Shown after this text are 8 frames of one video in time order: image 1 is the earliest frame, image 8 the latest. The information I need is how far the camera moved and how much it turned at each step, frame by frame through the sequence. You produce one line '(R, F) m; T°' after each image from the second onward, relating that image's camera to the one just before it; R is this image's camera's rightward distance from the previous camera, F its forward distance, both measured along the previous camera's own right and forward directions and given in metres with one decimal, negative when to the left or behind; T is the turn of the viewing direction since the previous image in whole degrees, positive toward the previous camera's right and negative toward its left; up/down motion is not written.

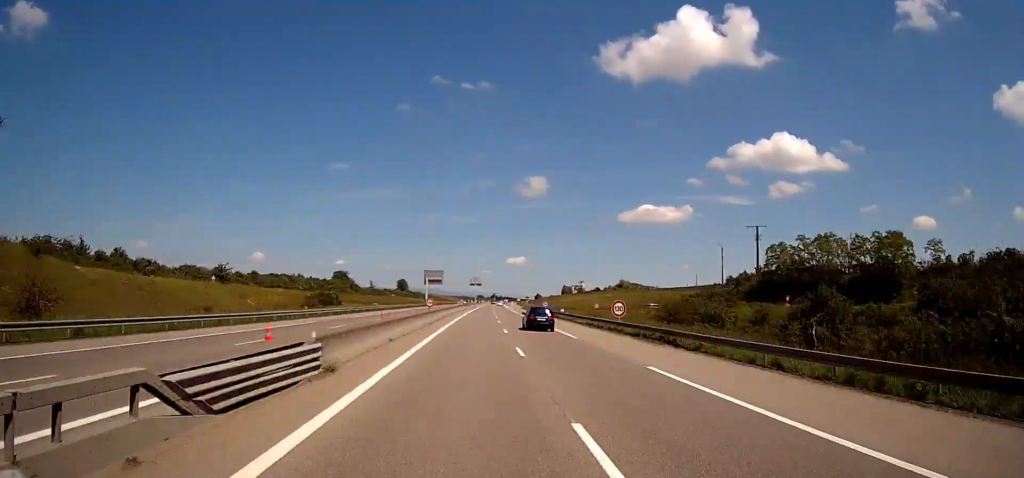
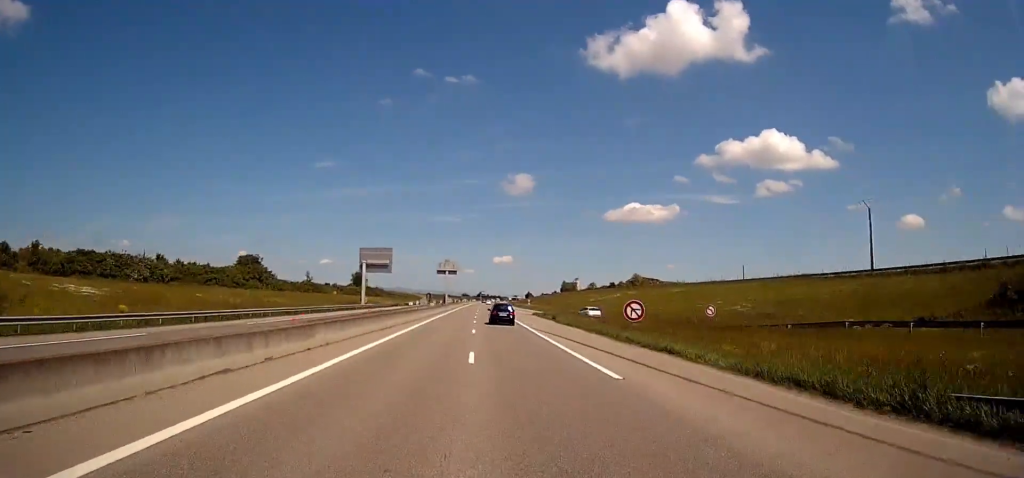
(+0.5, +69.1) m; +1°
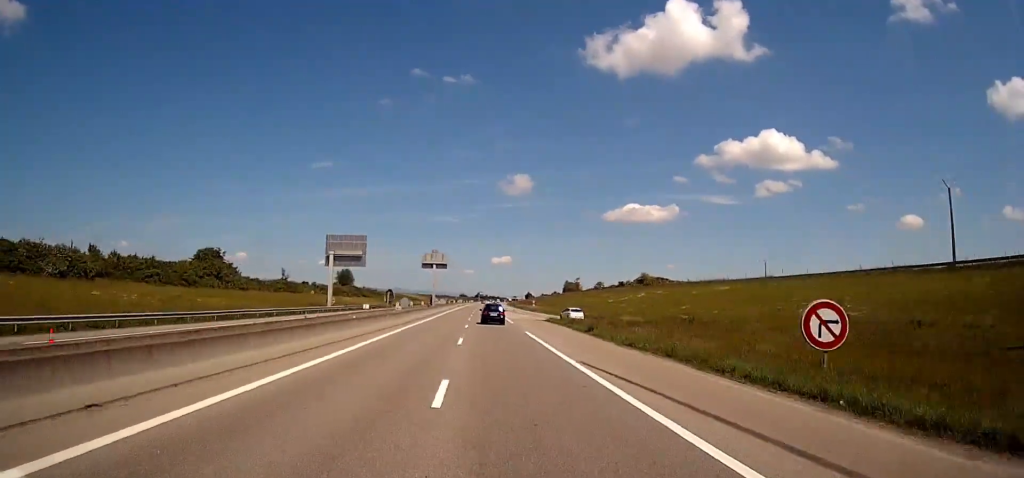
(0.0, +19.5) m; 0°
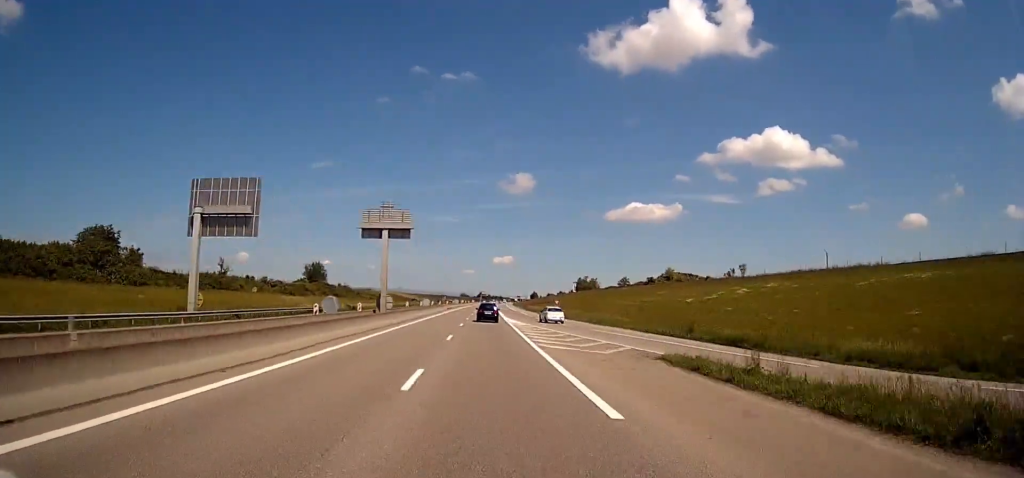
(+0.1, +37.6) m; 0°
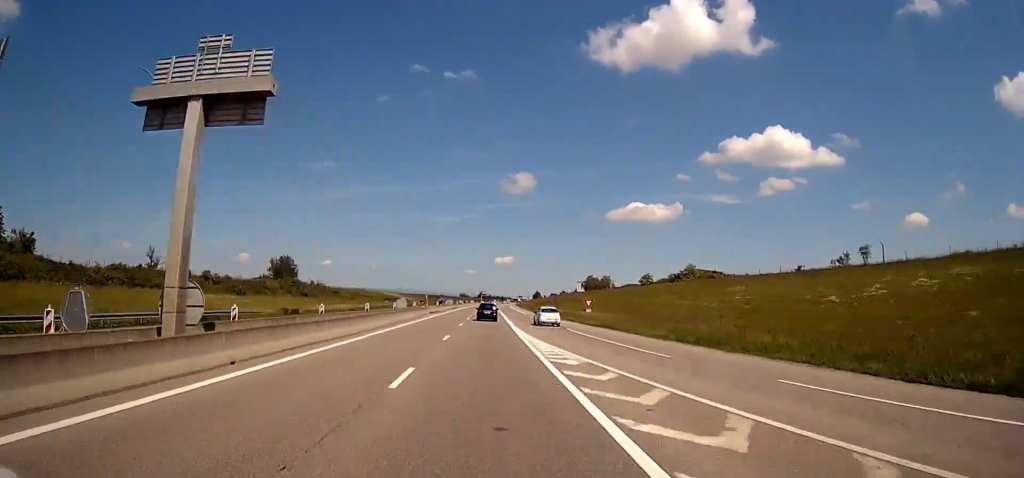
(-0.1, +26.7) m; 0°
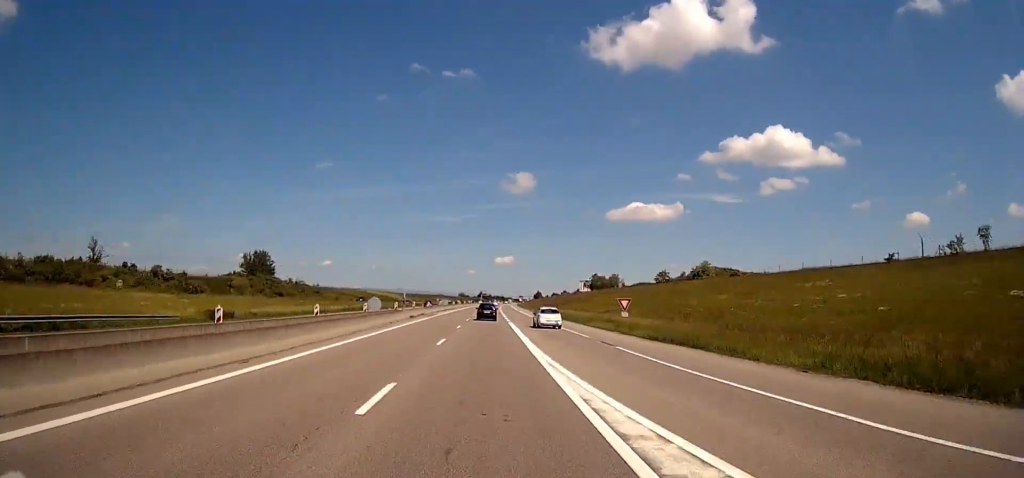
(-0.1, +15.8) m; 0°
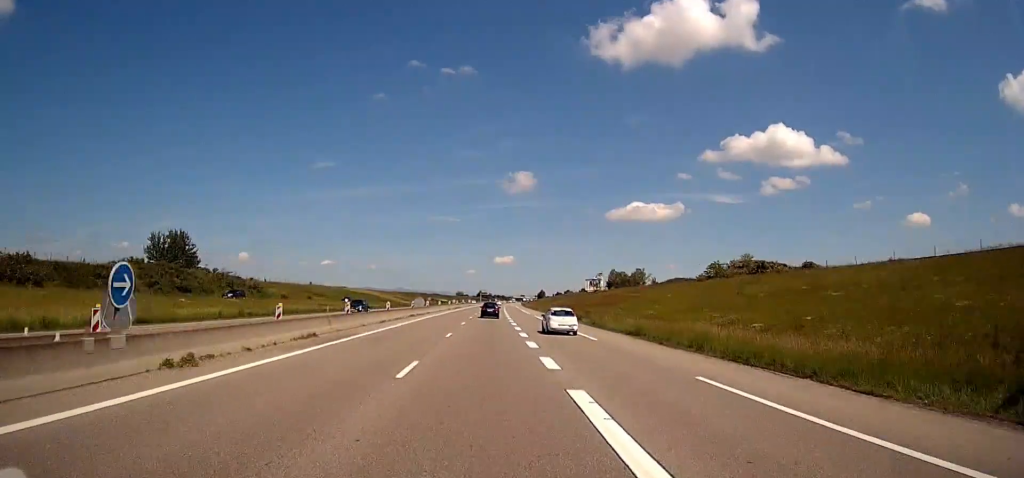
(0.0, +35.7) m; 0°
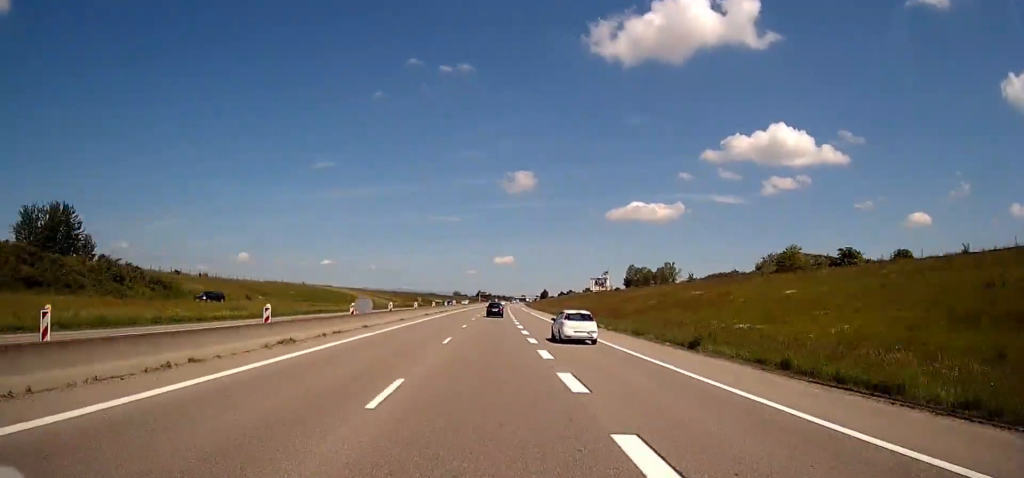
(0.0, +29.1) m; 0°
